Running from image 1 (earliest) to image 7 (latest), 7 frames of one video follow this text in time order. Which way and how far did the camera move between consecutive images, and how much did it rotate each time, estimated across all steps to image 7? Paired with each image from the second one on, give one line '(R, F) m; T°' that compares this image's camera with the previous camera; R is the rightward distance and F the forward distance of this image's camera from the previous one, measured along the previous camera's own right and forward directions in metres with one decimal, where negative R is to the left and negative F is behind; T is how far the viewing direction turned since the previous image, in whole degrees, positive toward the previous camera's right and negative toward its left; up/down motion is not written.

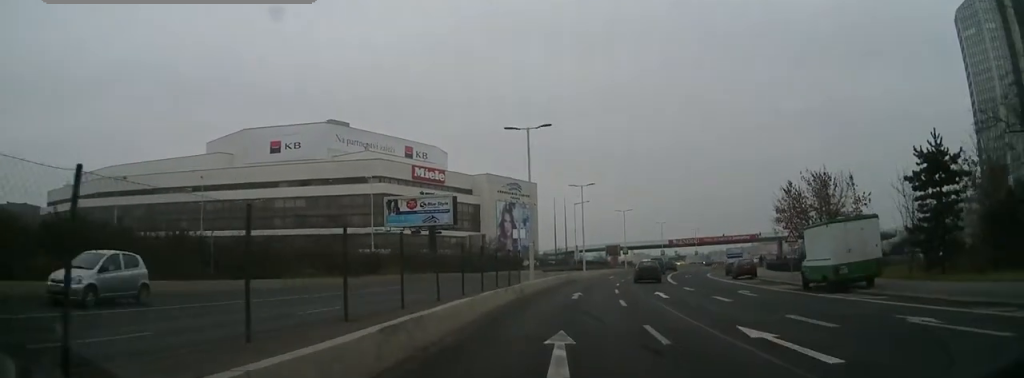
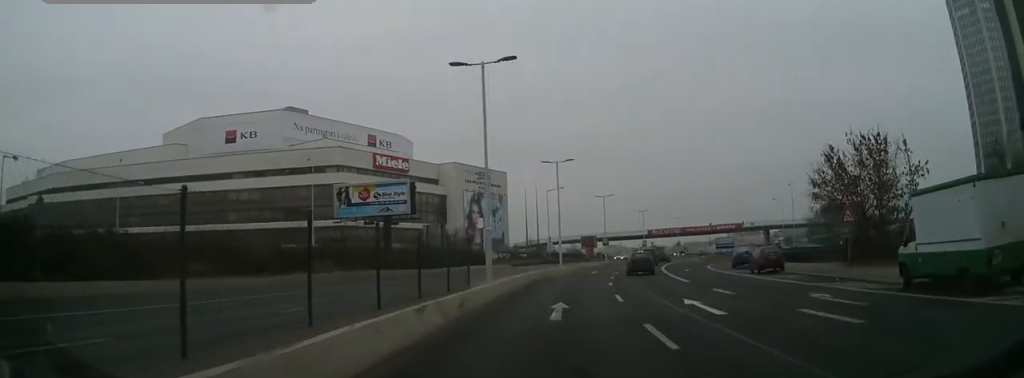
(+0.5, +9.5) m; +2°
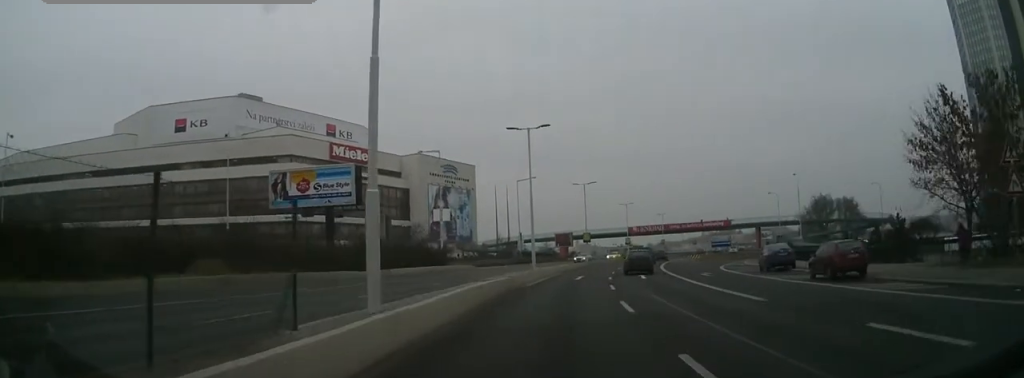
(+0.2, +11.7) m; +2°
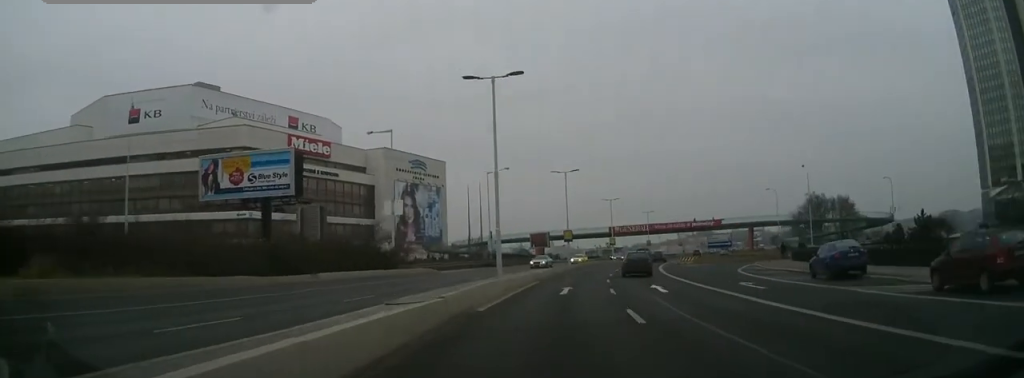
(-0.5, +10.3) m; +3°
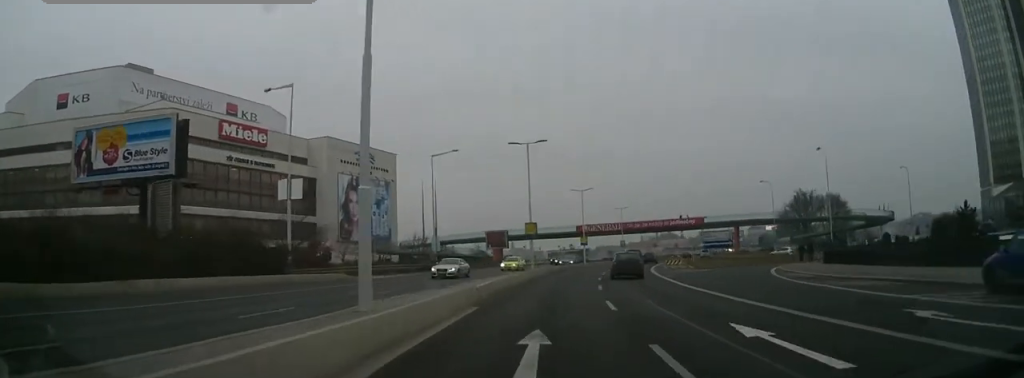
(+1.3, +15.6) m; +13°
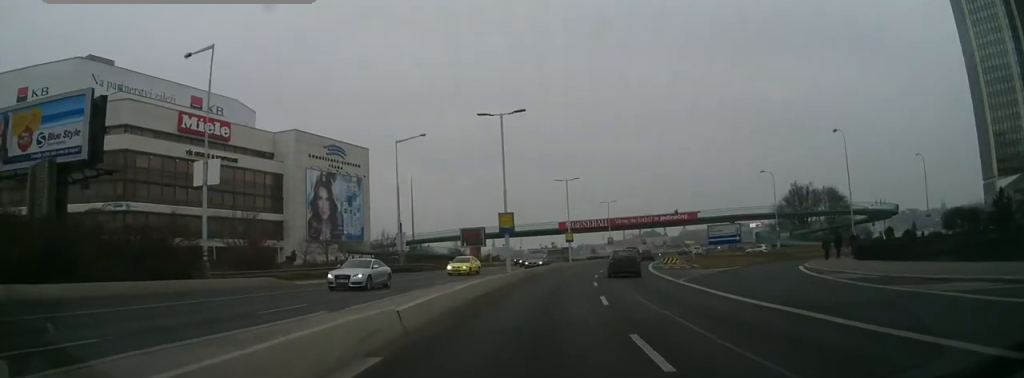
(+1.3, +9.7) m; +4°
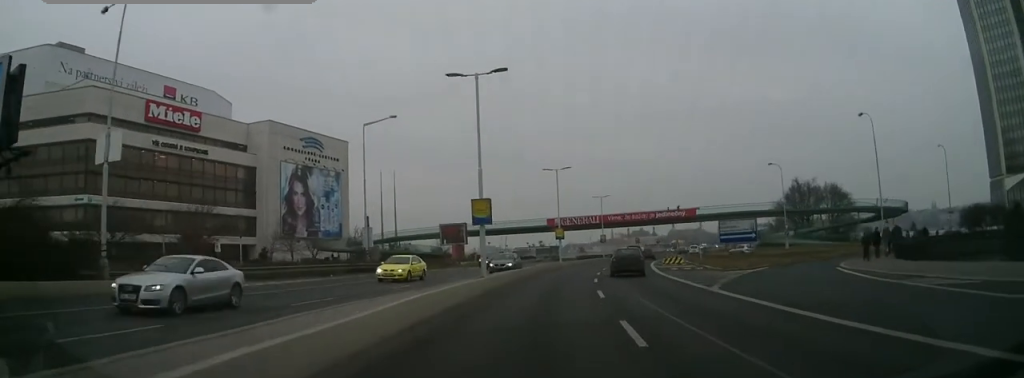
(+0.6, +7.7) m; +3°
